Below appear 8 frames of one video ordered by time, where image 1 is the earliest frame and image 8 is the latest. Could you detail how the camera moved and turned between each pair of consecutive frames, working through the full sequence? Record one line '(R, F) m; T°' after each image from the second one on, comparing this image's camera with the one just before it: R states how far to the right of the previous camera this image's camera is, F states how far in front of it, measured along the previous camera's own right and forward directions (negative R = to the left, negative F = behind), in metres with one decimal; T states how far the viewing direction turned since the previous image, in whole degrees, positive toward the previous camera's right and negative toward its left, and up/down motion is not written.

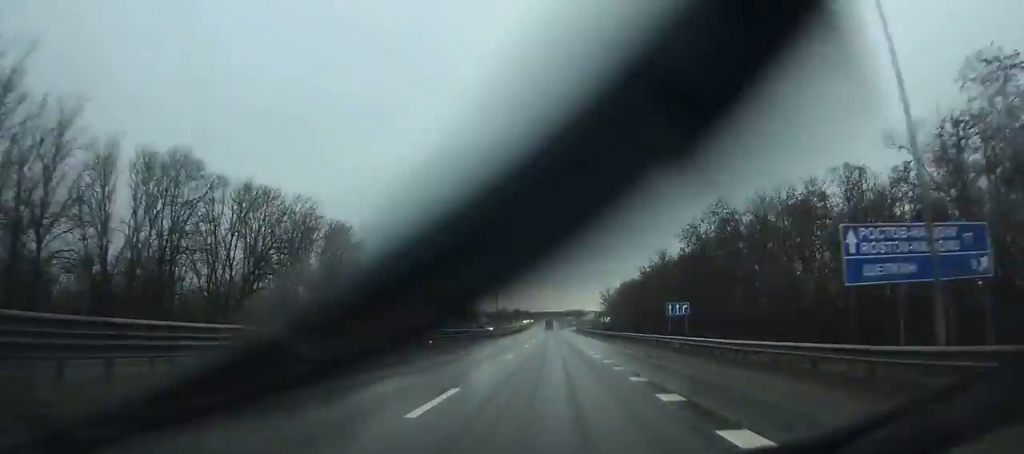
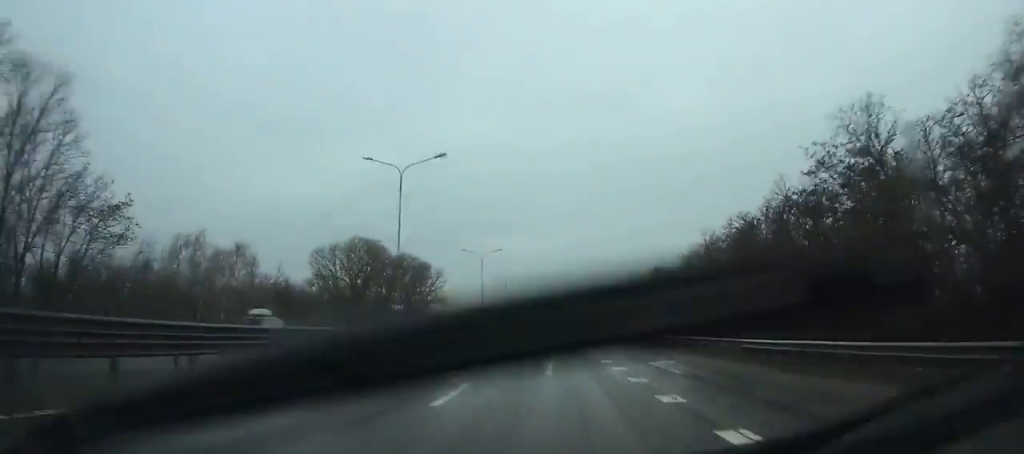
(+0.1, +63.0) m; 0°
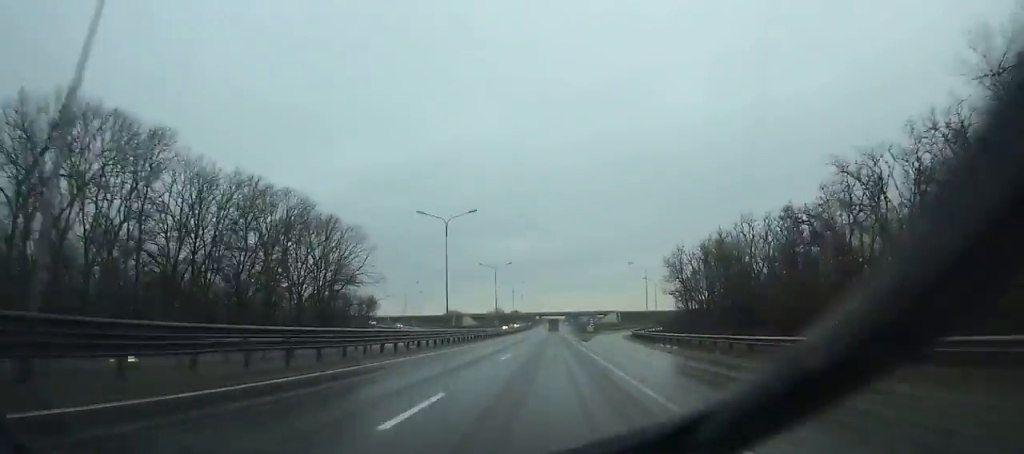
(0.0, +67.9) m; 0°
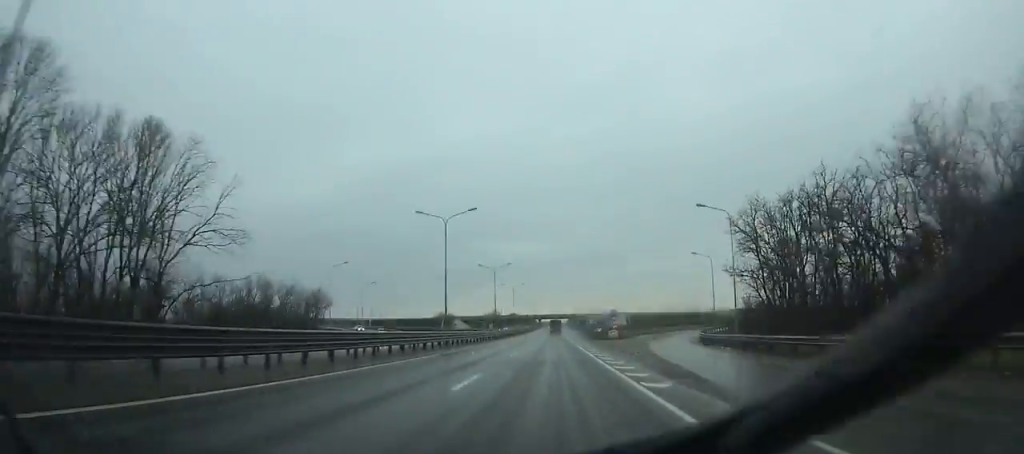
(-0.1, +44.0) m; 0°
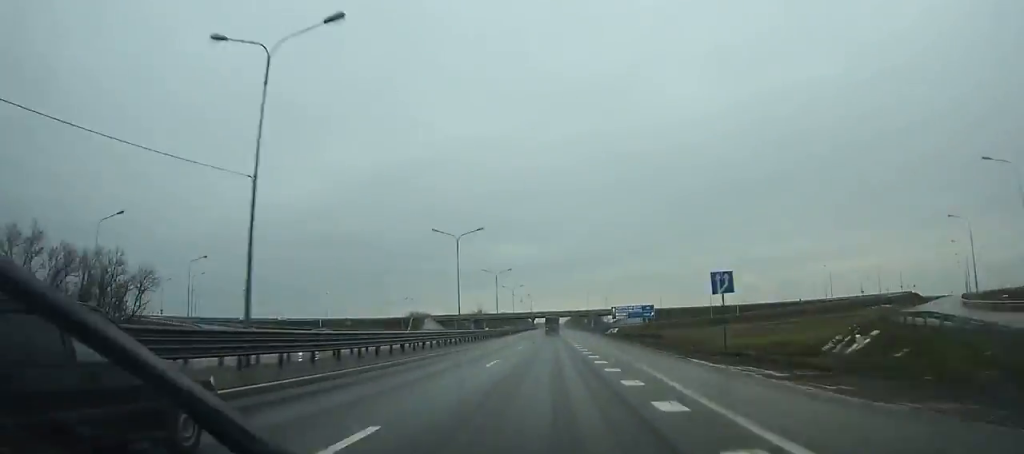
(+0.2, +71.6) m; 0°
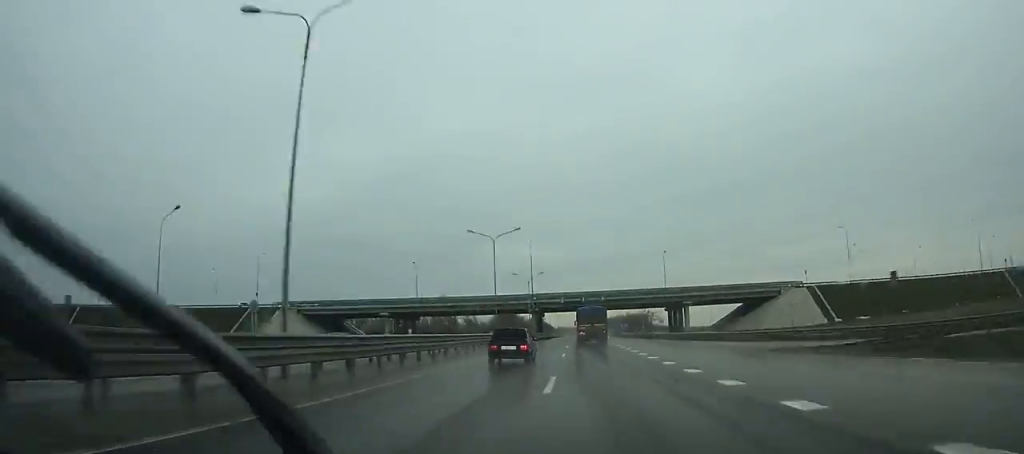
(-2.4, +169.7) m; -1°
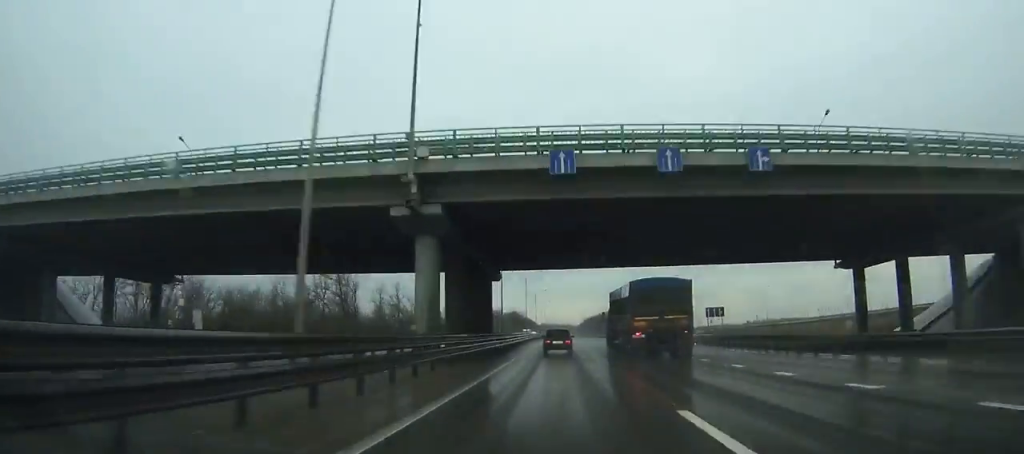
(+0.8, +87.1) m; +1°
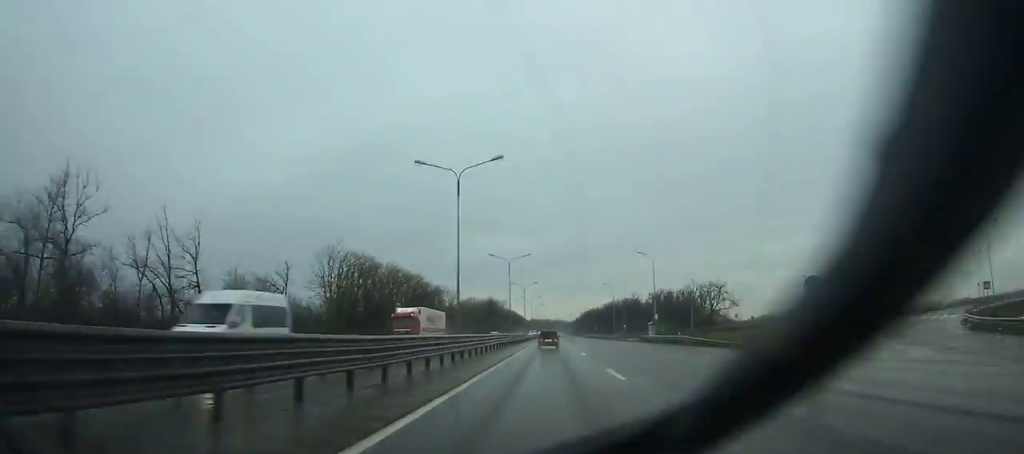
(+0.8, +105.4) m; +1°
